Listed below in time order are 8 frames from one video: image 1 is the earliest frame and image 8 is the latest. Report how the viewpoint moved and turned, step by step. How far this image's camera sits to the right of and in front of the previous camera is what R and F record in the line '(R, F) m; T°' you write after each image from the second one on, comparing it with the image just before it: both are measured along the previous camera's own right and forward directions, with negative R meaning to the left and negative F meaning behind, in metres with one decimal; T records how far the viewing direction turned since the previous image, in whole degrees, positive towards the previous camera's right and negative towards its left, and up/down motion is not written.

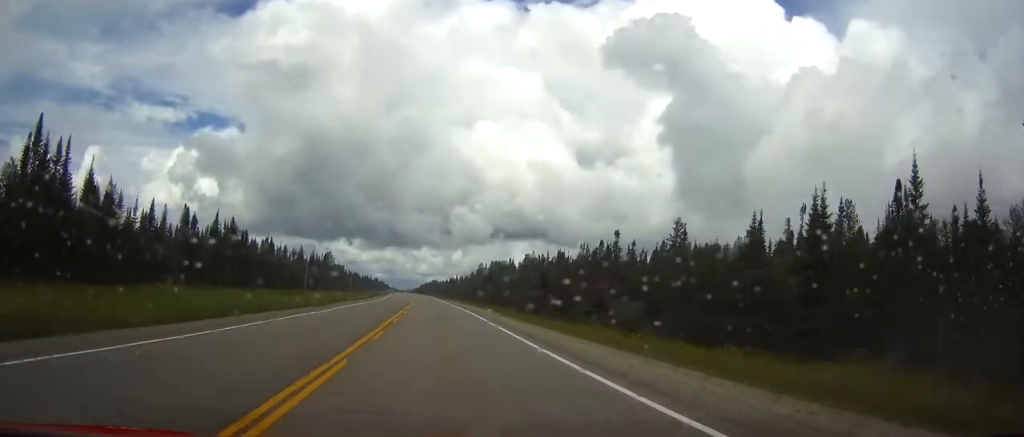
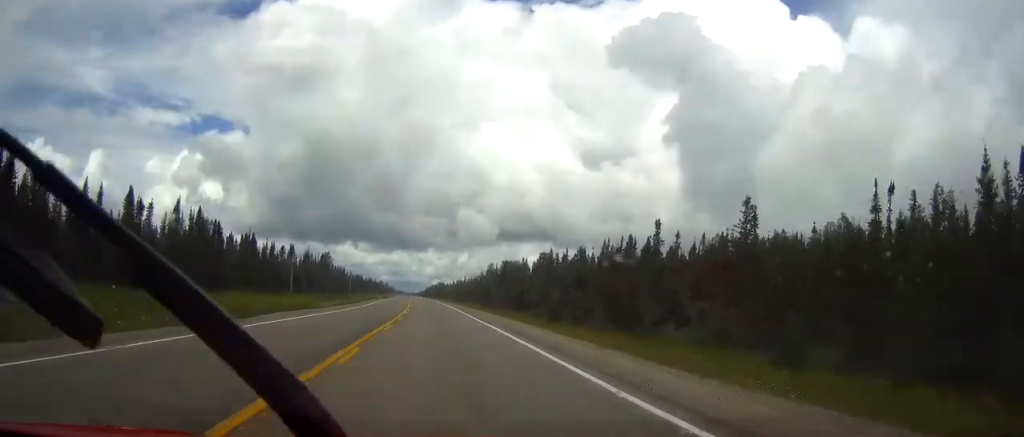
(0.0, +23.5) m; 0°
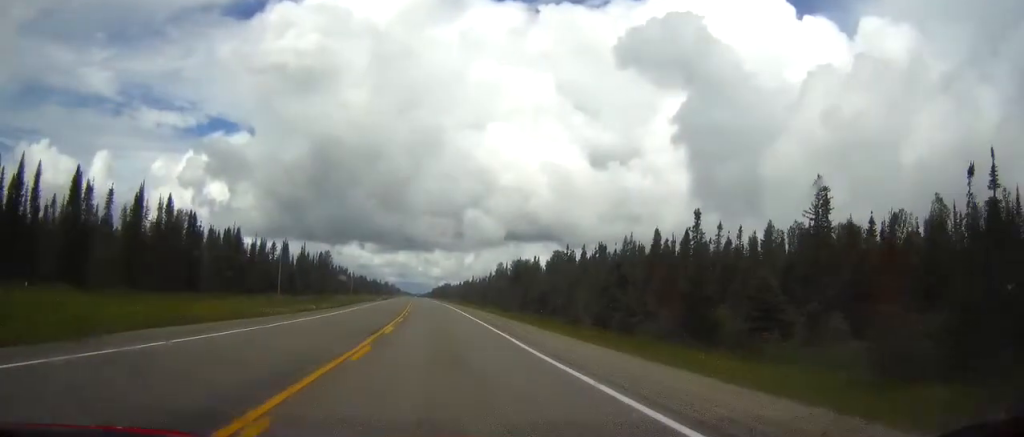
(0.0, +16.4) m; 0°
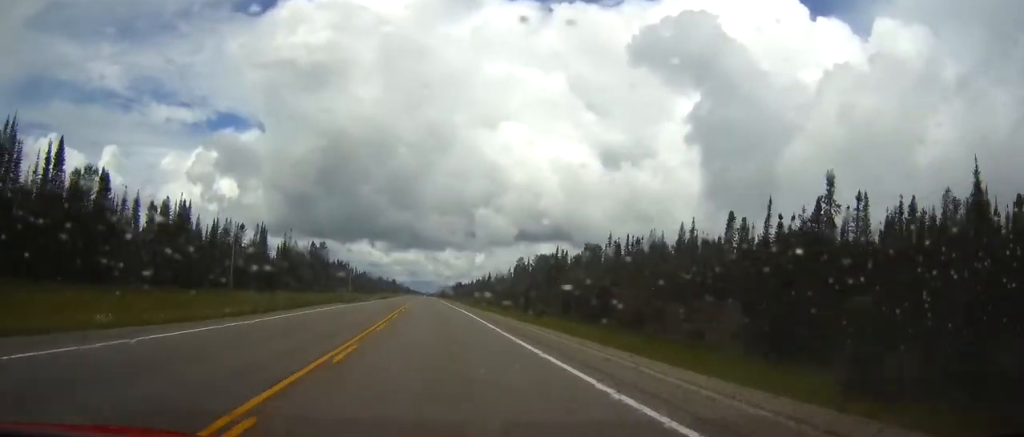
(0.0, +36.0) m; -1°
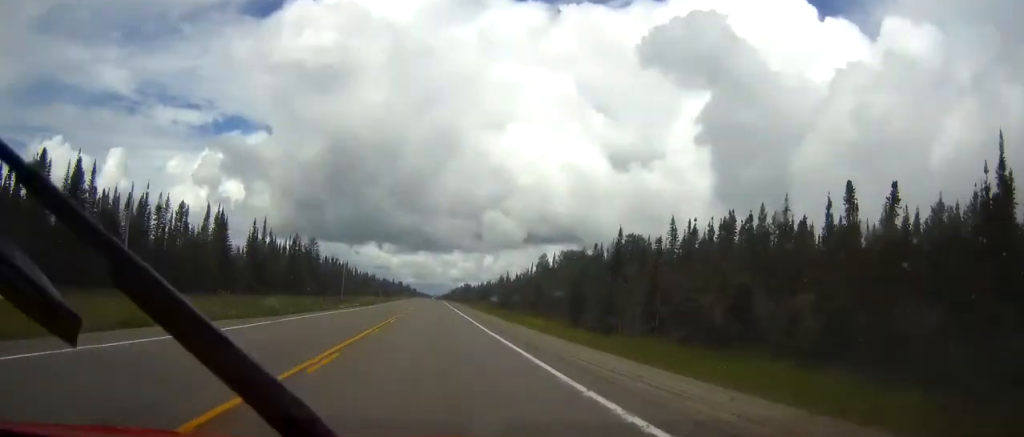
(-0.9, +36.1) m; -2°
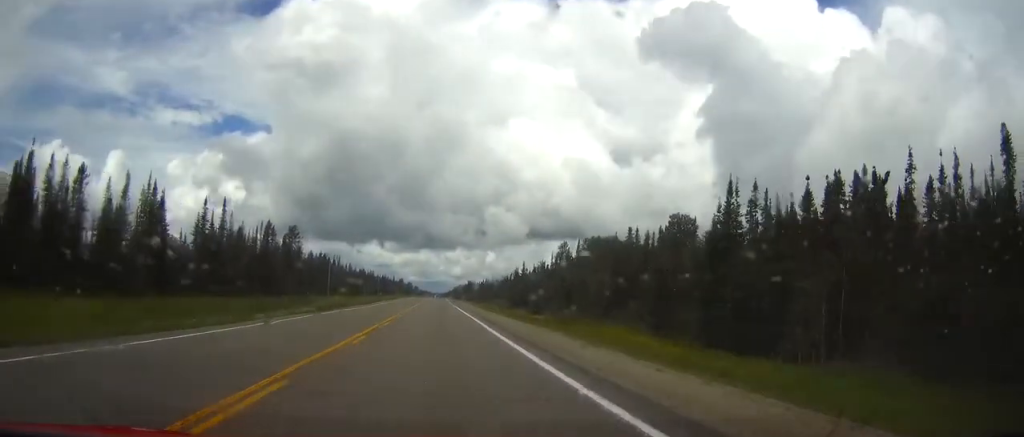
(0.0, +31.2) m; 0°
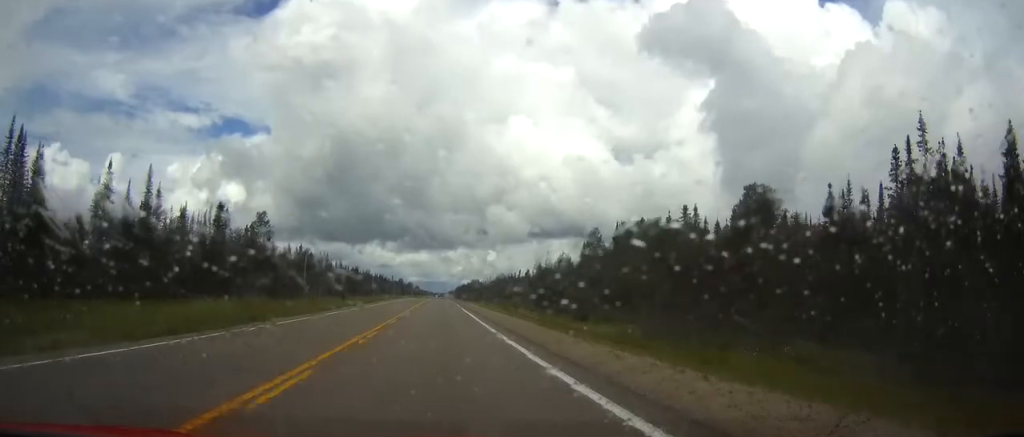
(-0.2, +34.4) m; 0°
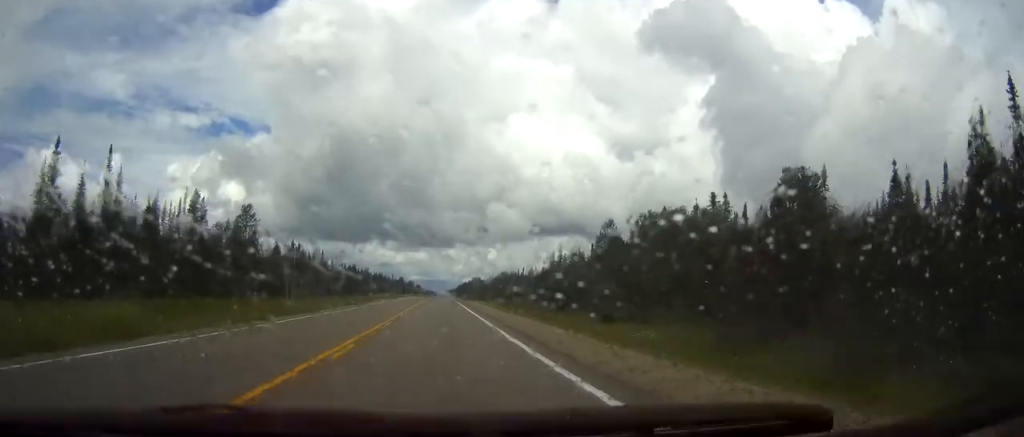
(0.0, +12.5) m; 0°
